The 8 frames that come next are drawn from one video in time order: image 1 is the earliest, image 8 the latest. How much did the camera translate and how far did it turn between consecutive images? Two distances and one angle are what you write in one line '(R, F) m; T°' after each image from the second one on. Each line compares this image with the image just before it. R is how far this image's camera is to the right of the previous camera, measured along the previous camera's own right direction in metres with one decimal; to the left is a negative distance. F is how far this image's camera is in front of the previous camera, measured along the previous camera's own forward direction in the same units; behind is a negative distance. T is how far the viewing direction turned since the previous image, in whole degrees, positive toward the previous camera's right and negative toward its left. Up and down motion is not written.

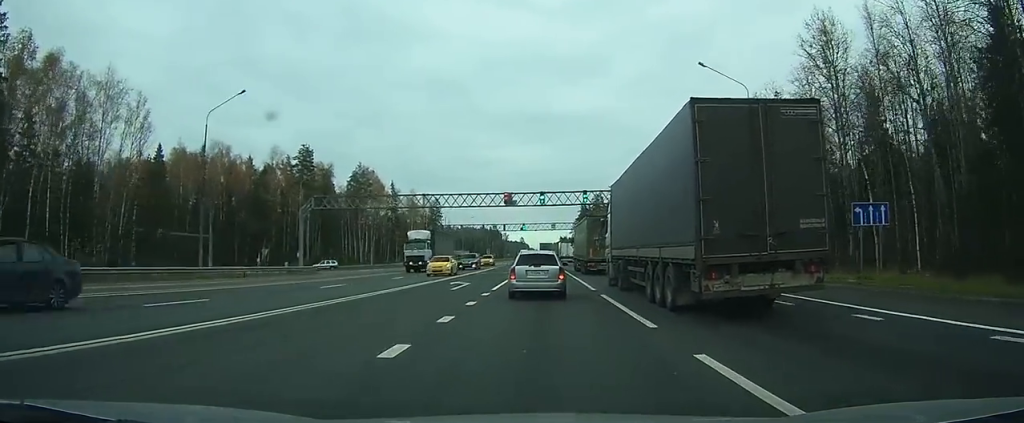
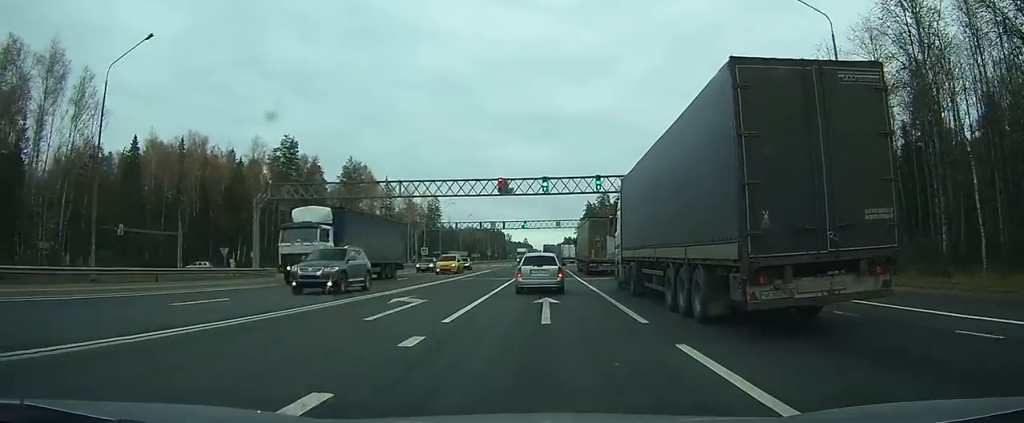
(+0.1, +11.4) m; 0°
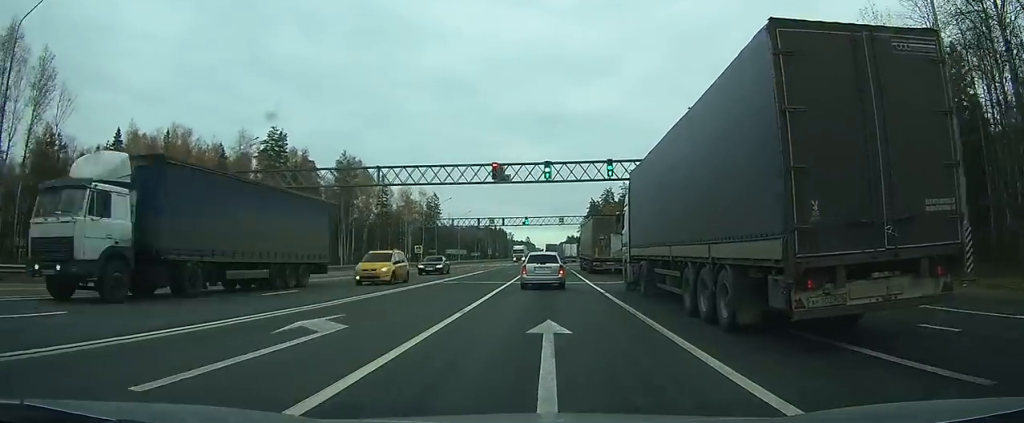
(0.0, +7.2) m; 0°
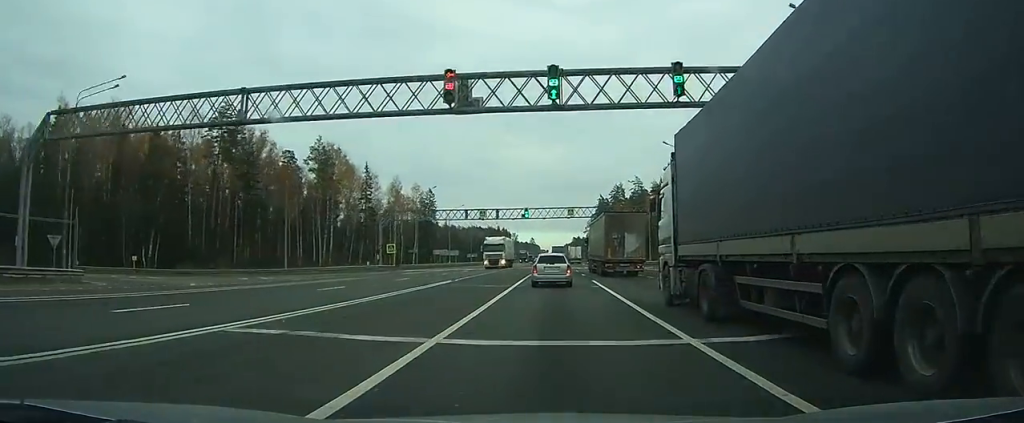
(-0.1, +20.0) m; -1°
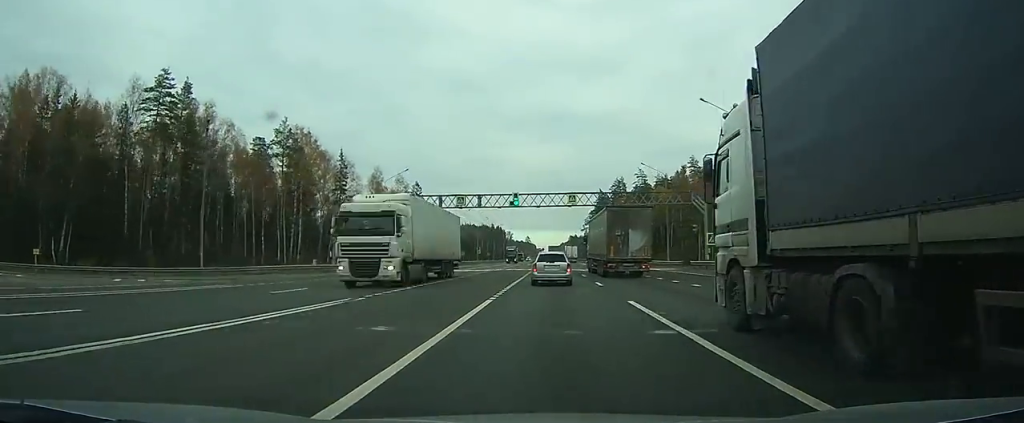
(-0.2, +15.7) m; 0°
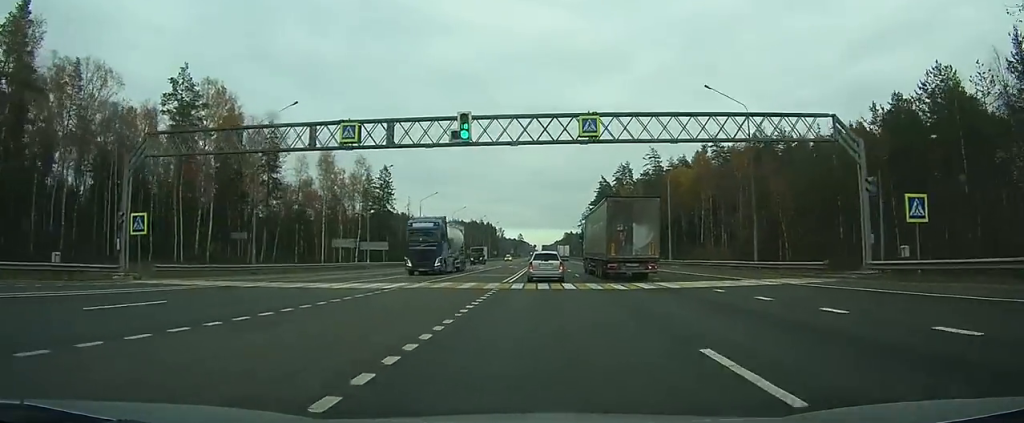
(+0.1, +32.9) m; 0°
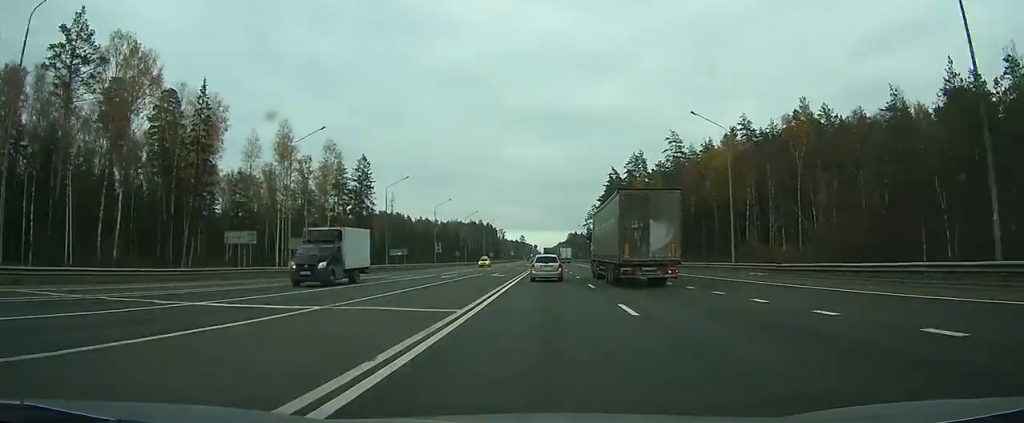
(-0.1, +23.1) m; 0°
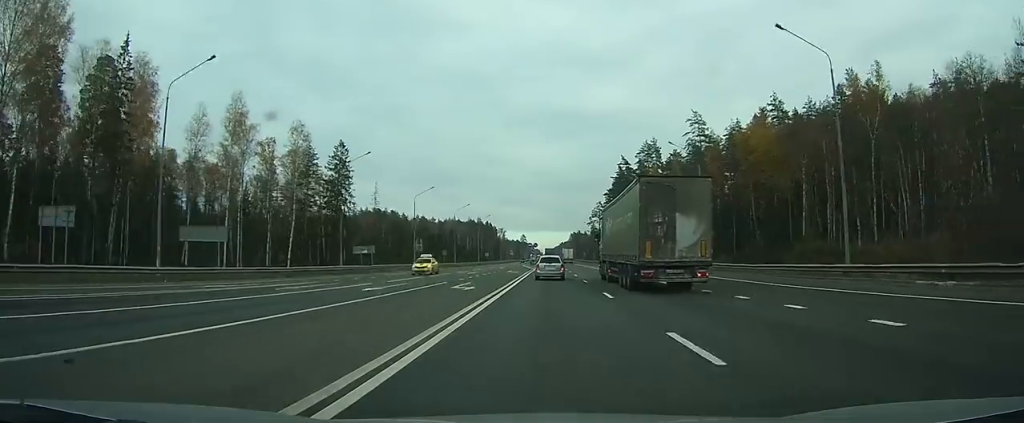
(0.0, +18.4) m; 0°
